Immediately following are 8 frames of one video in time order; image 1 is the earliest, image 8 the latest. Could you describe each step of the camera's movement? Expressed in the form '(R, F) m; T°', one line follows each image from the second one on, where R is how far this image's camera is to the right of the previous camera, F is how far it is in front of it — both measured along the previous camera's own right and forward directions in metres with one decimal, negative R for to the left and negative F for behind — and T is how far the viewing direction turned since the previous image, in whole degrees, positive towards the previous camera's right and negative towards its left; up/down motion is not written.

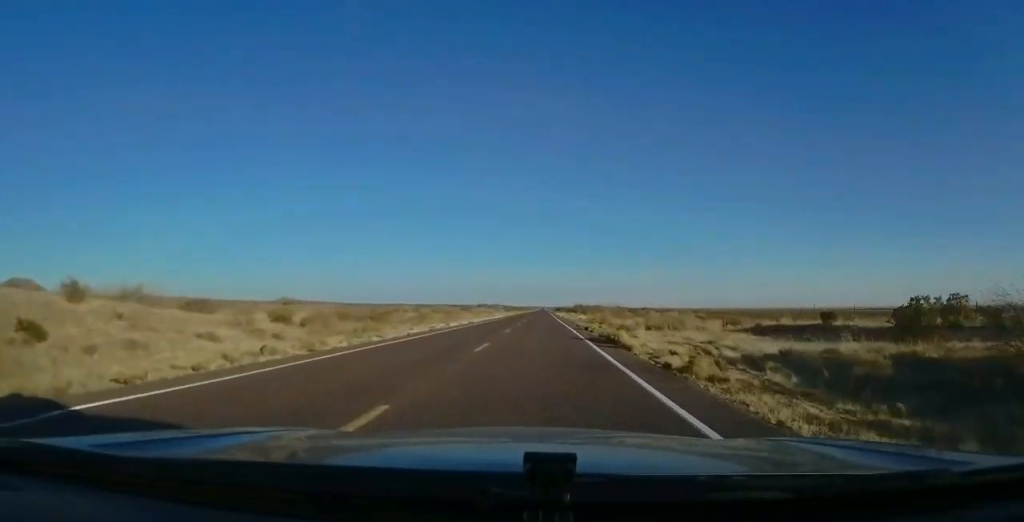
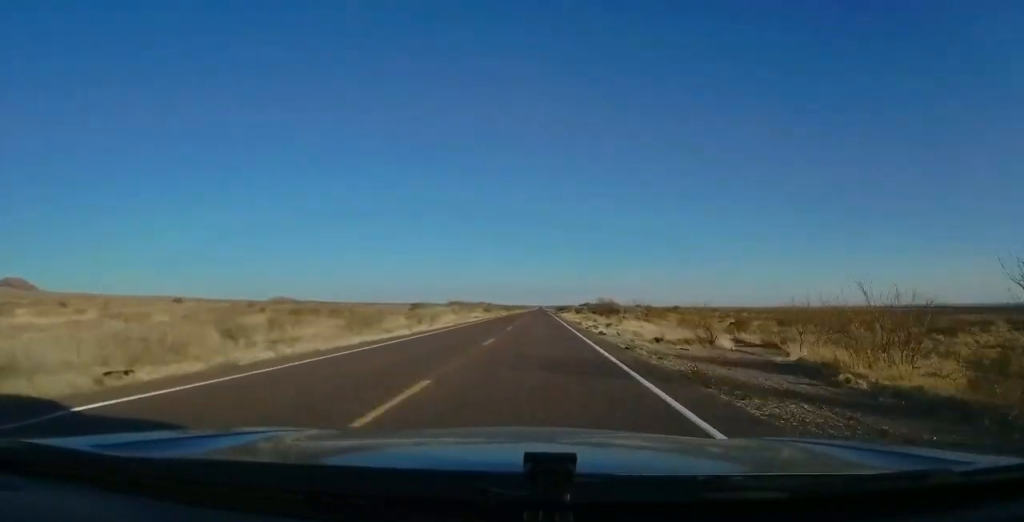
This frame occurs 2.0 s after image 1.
(0.0, +58.8) m; 0°
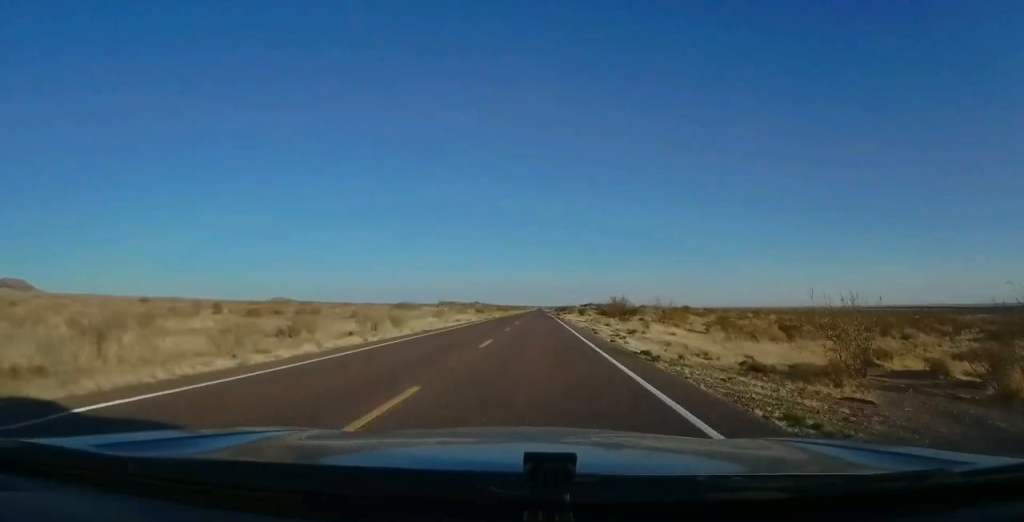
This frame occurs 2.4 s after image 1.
(0.0, +12.7) m; 0°
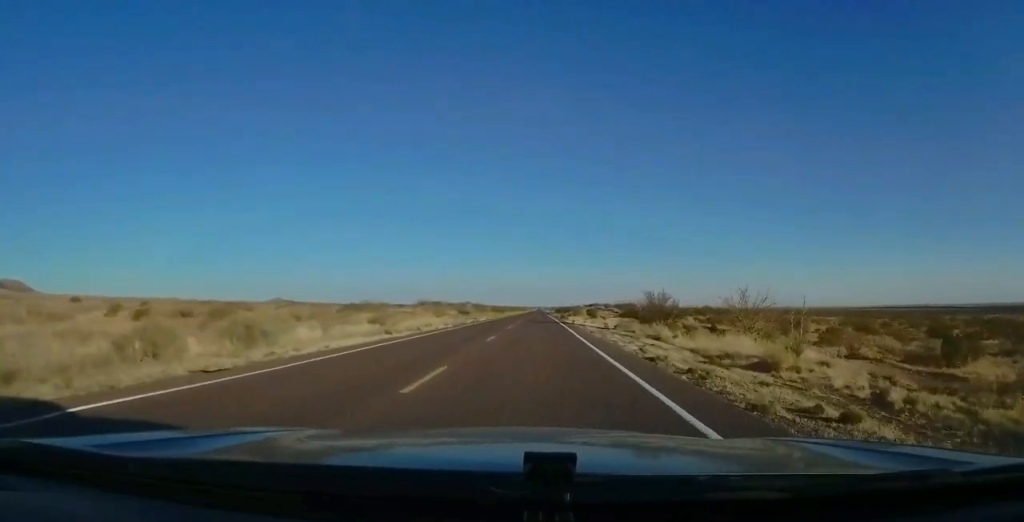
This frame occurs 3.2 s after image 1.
(+0.2, +21.5) m; 0°
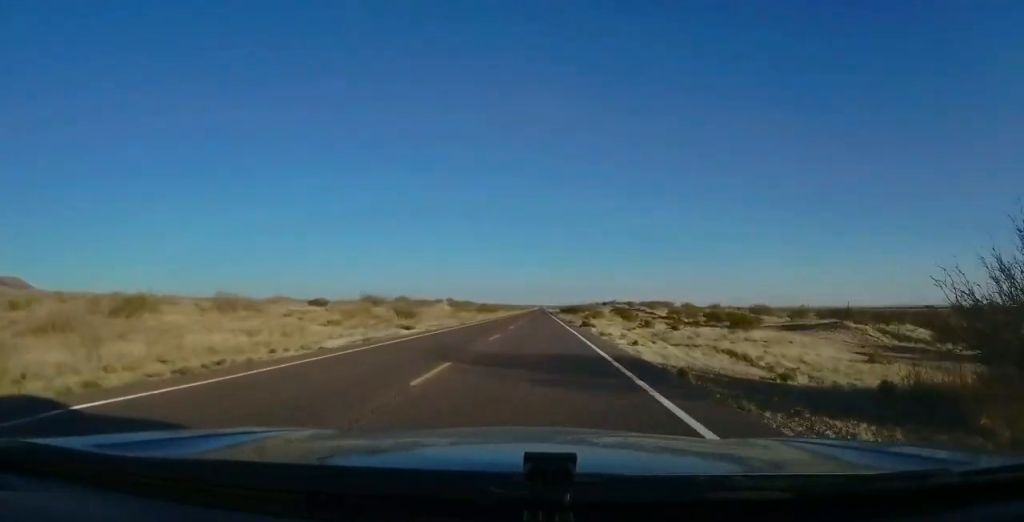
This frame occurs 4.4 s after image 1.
(+0.1, +36.1) m; 0°
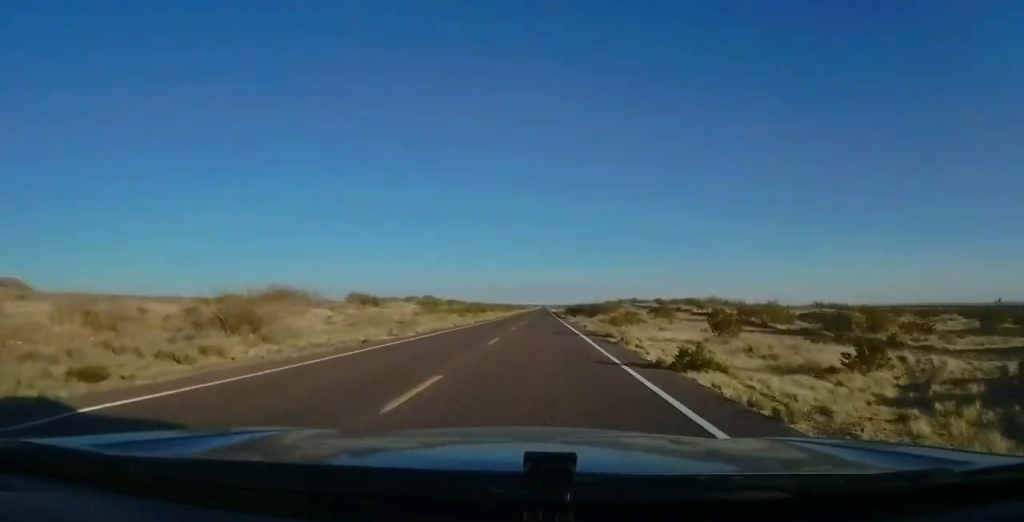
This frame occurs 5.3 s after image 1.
(+0.1, +26.5) m; 0°
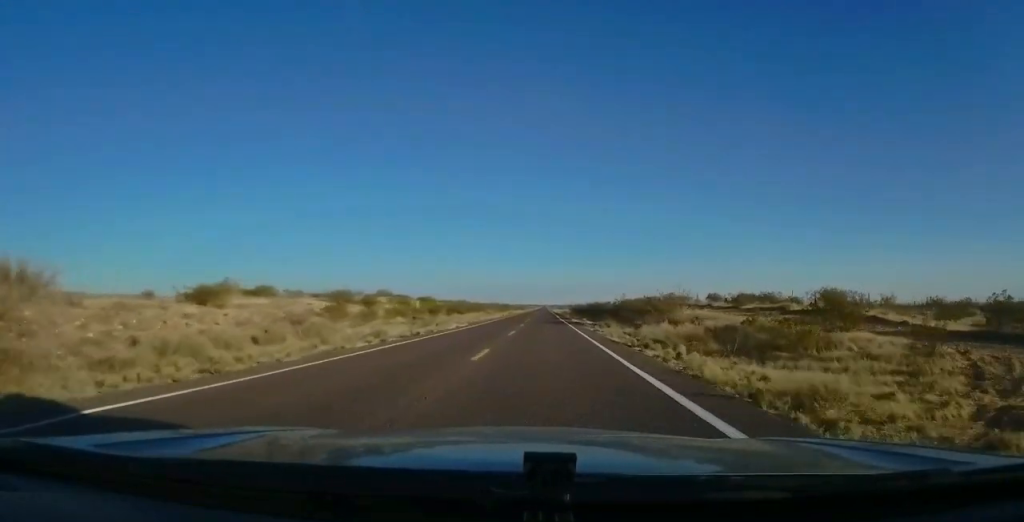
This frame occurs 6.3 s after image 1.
(-0.1, +30.3) m; -1°
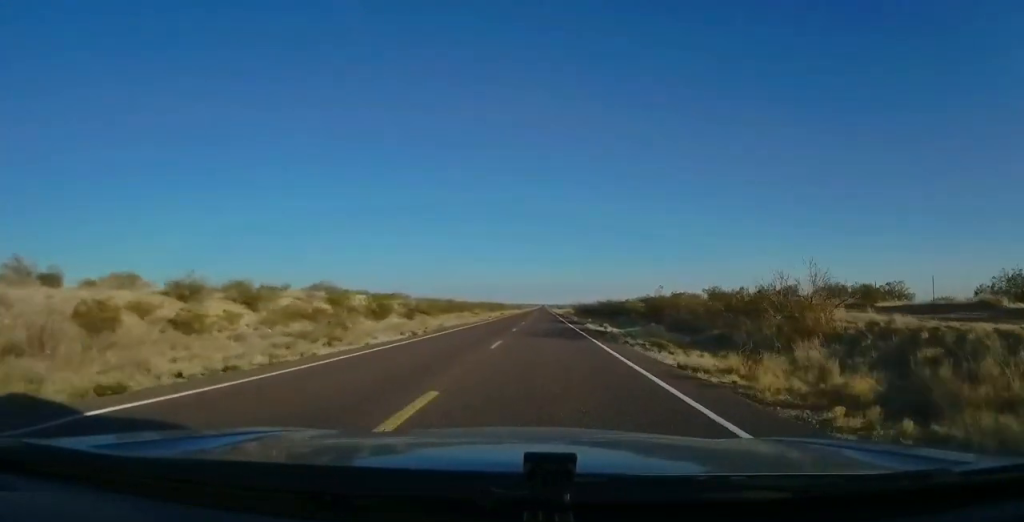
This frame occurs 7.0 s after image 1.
(-0.2, +20.5) m; 0°
